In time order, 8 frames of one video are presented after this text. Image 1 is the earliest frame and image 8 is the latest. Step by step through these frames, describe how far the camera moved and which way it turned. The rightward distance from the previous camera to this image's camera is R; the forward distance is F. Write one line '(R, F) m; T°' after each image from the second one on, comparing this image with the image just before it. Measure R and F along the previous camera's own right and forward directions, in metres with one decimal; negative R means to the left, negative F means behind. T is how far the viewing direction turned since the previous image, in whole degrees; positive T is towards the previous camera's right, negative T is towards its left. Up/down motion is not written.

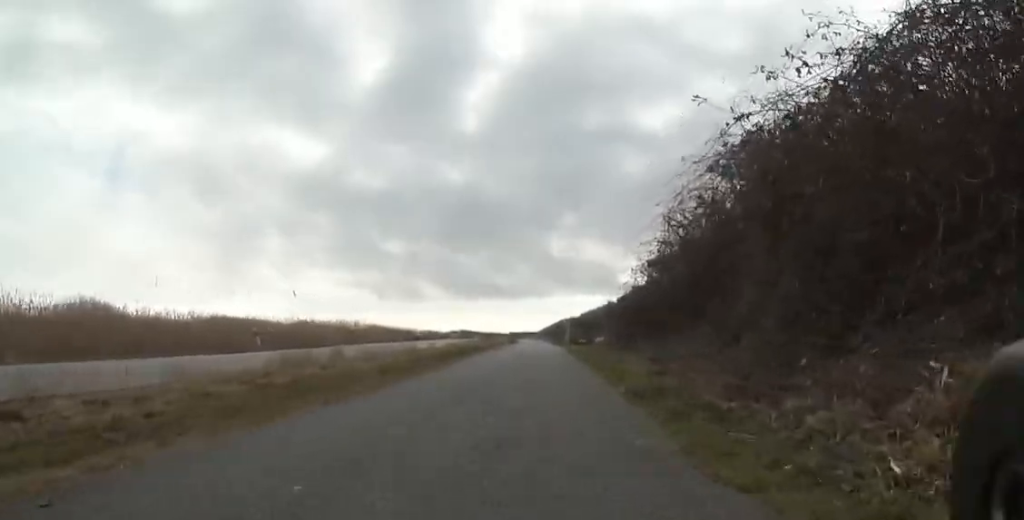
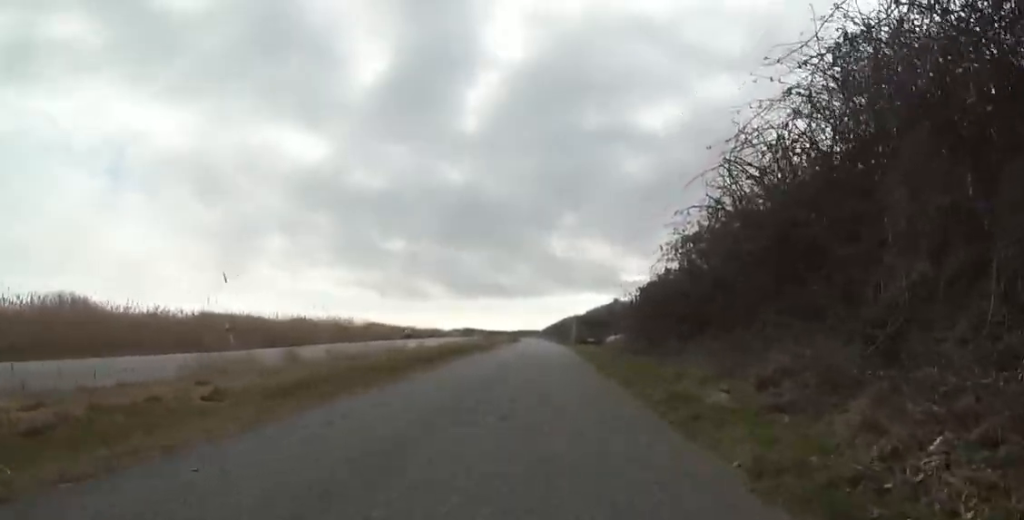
(+0.1, +4.1) m; -3°
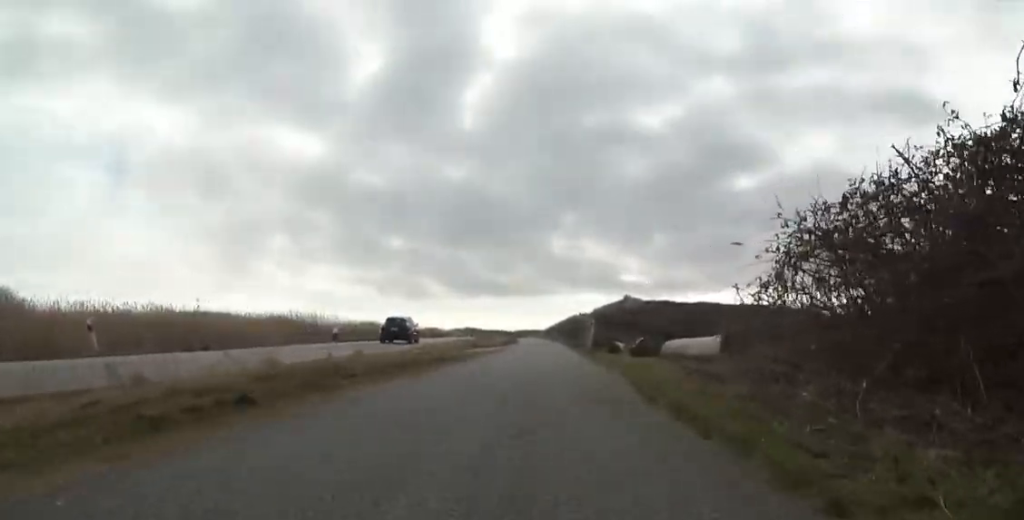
(-0.9, +11.8) m; -1°
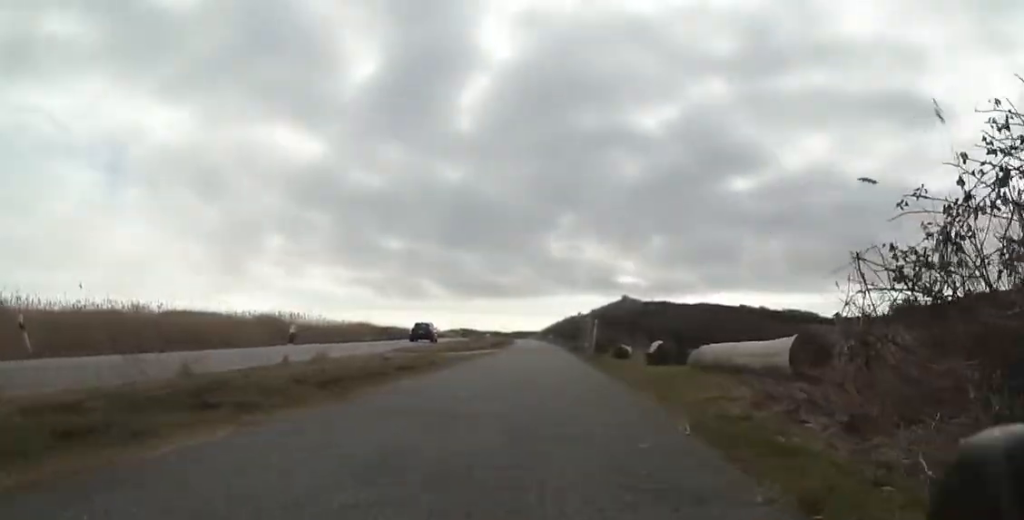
(+0.2, +3.4) m; +4°
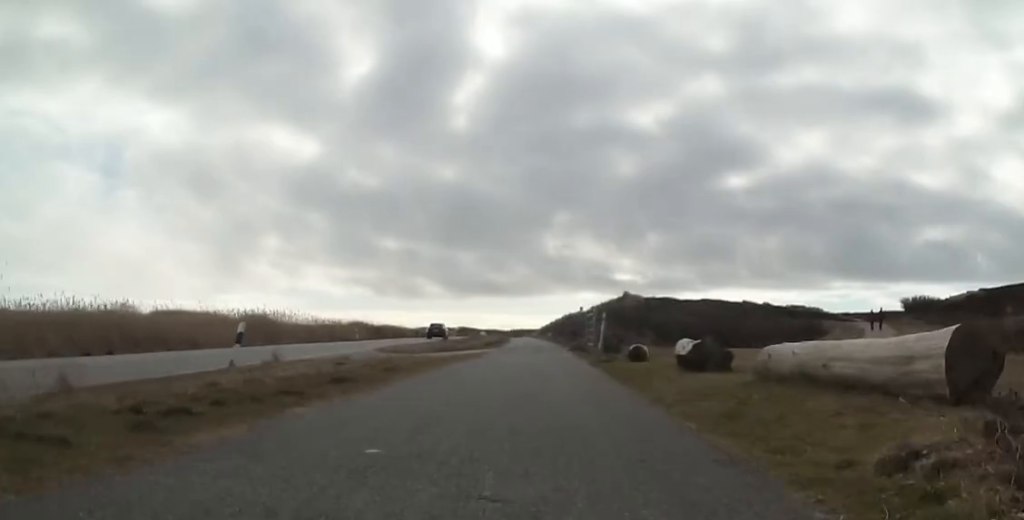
(+0.1, +3.2) m; -5°
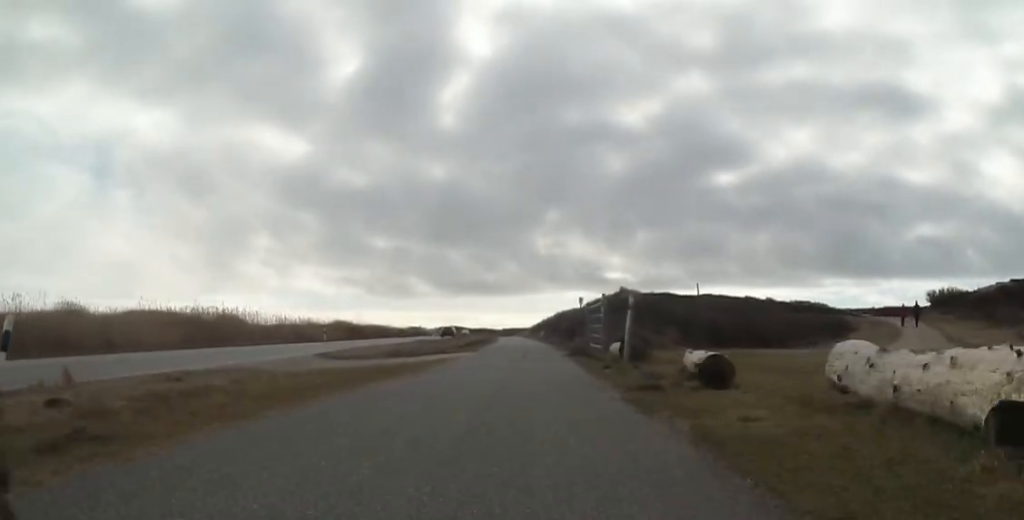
(-0.9, +6.8) m; -3°
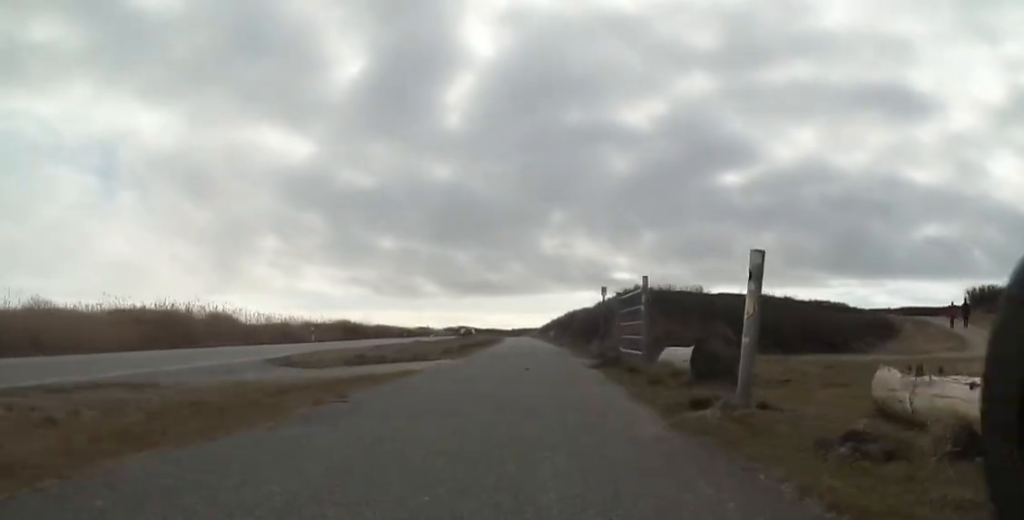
(+0.6, +5.4) m; +7°
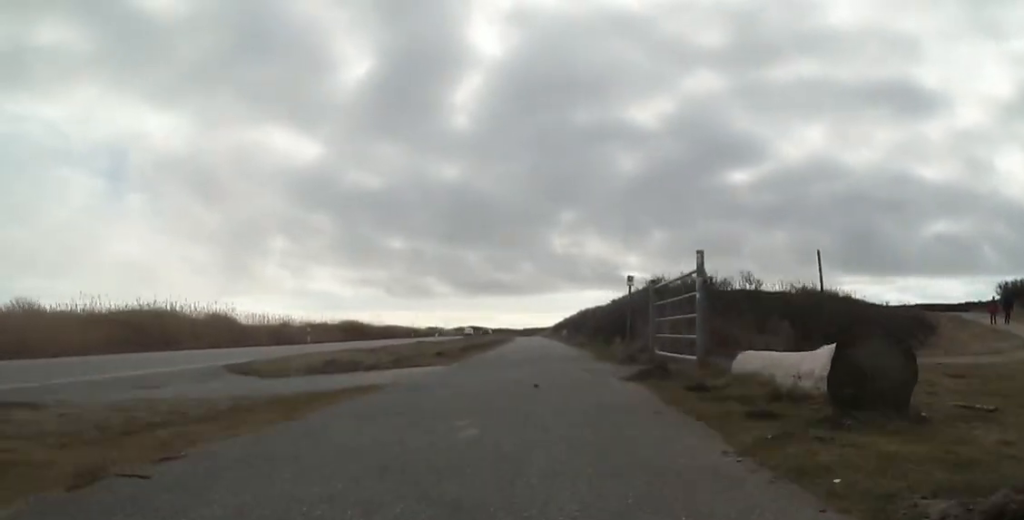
(+0.1, +3.5) m; -2°
